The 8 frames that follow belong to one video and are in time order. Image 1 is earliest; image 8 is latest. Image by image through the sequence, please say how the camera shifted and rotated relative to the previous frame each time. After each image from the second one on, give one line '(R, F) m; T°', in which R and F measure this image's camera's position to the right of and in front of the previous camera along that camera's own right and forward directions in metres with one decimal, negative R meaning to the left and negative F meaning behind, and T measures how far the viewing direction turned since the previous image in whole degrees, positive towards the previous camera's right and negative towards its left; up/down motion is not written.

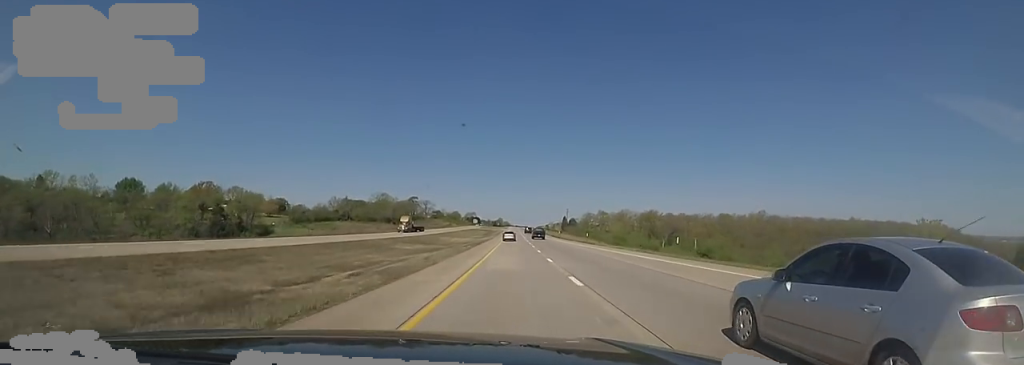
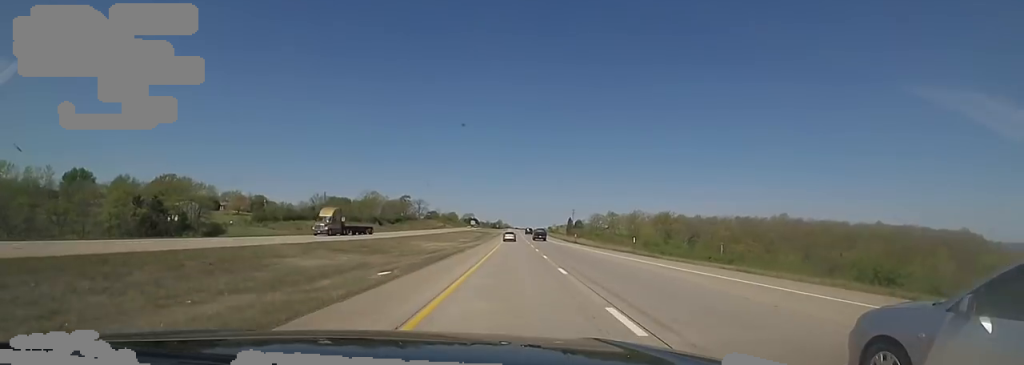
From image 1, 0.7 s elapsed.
(+0.4, +26.0) m; 0°
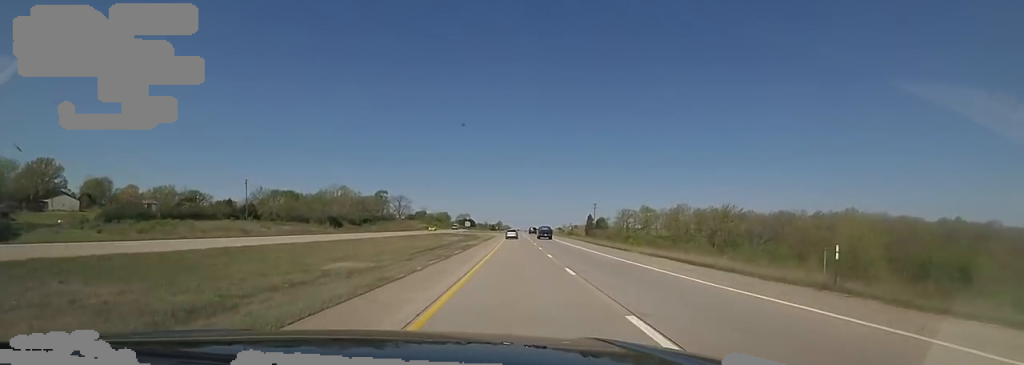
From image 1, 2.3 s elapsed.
(-1.9, +60.5) m; -2°
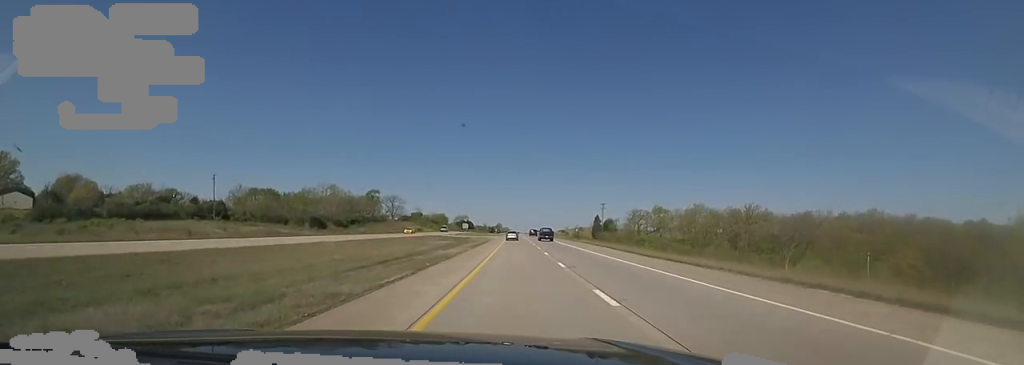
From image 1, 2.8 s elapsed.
(+0.6, +16.1) m; +1°
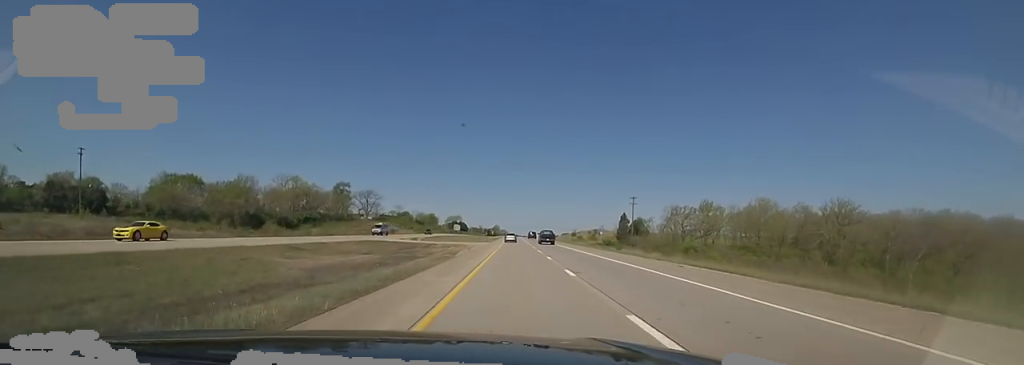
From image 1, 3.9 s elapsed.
(+1.0, +43.2) m; 0°
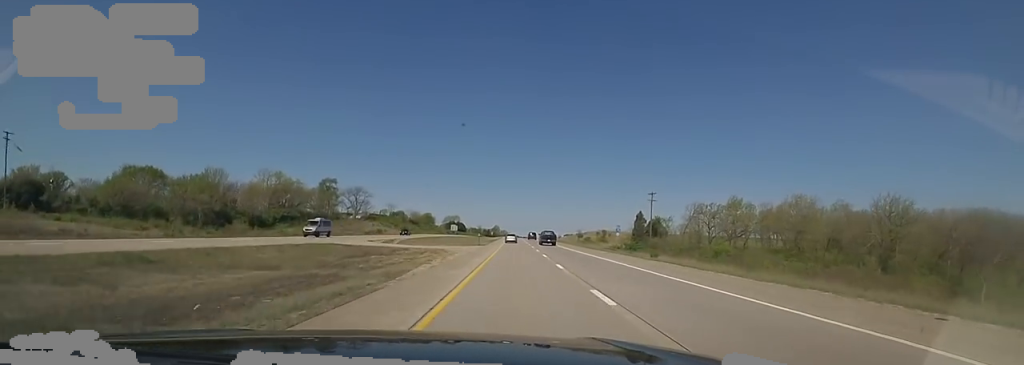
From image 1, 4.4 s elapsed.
(+0.3, +16.0) m; -1°
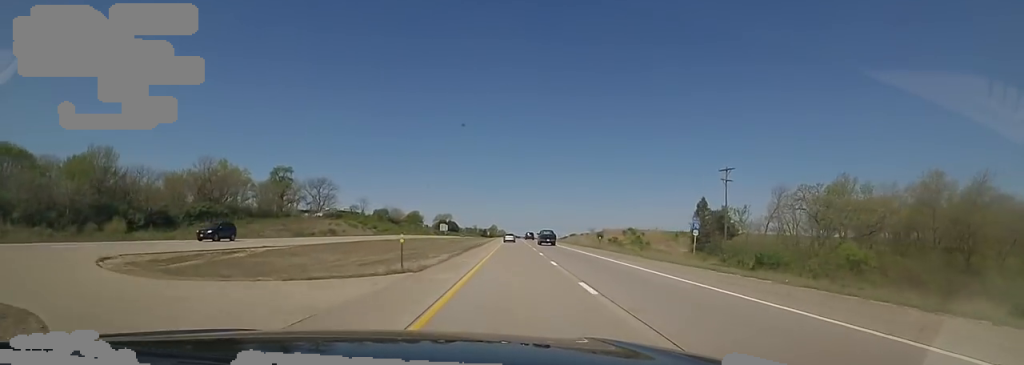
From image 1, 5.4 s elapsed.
(-1.4, +38.0) m; 0°
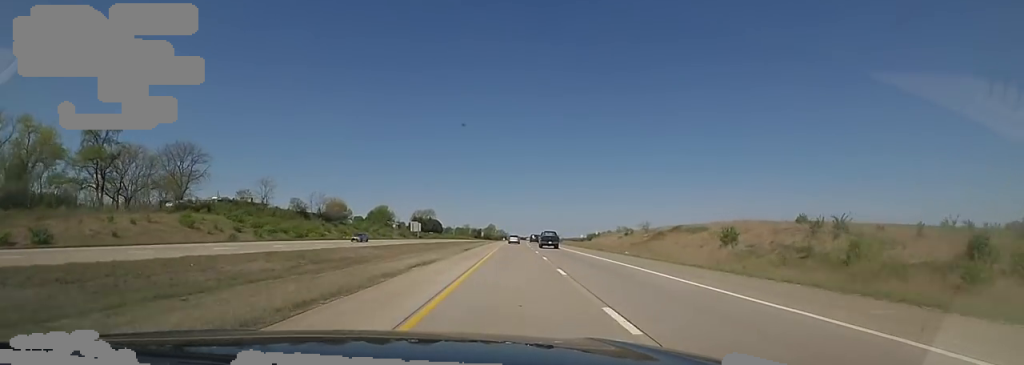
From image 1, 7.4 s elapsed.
(+2.2, +74.1) m; 0°
